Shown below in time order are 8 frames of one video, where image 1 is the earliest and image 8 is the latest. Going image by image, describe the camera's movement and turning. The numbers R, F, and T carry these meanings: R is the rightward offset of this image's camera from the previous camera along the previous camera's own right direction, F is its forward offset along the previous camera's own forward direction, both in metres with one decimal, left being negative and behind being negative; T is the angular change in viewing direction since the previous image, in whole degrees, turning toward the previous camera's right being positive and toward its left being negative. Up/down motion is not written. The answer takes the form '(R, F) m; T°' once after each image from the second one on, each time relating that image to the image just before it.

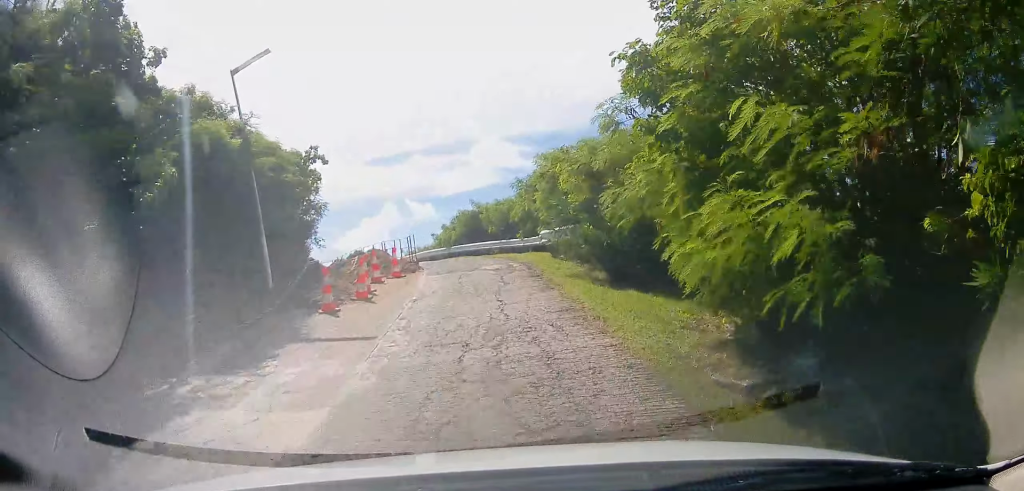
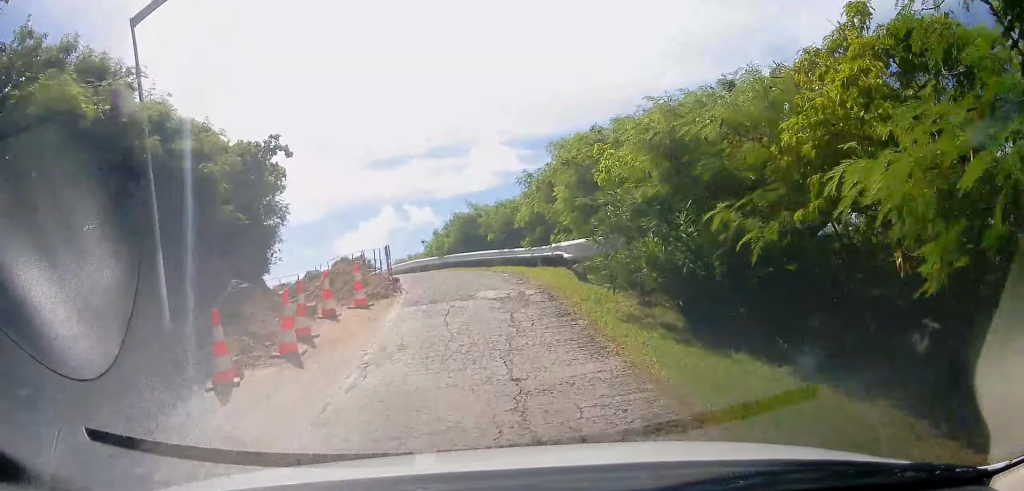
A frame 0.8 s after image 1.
(+0.3, +4.3) m; +3°
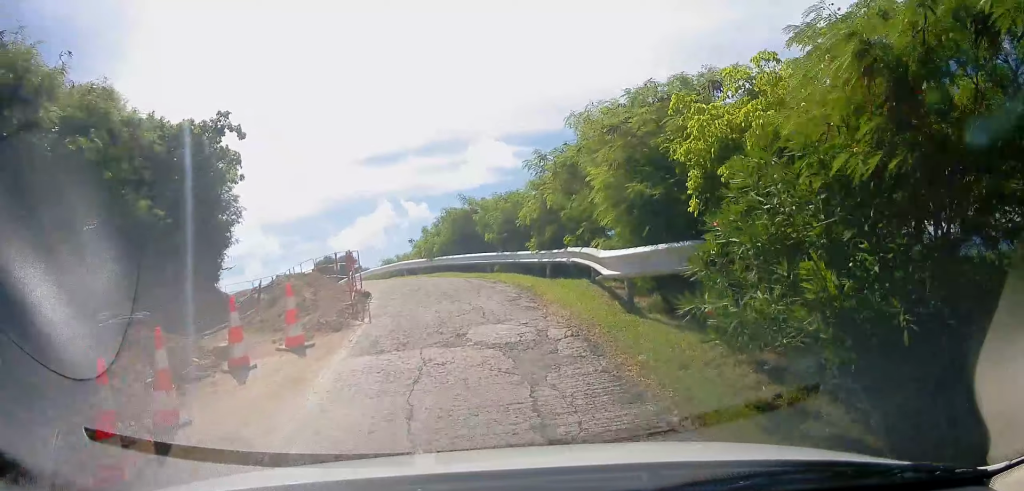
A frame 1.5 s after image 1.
(+0.1, +3.6) m; -3°
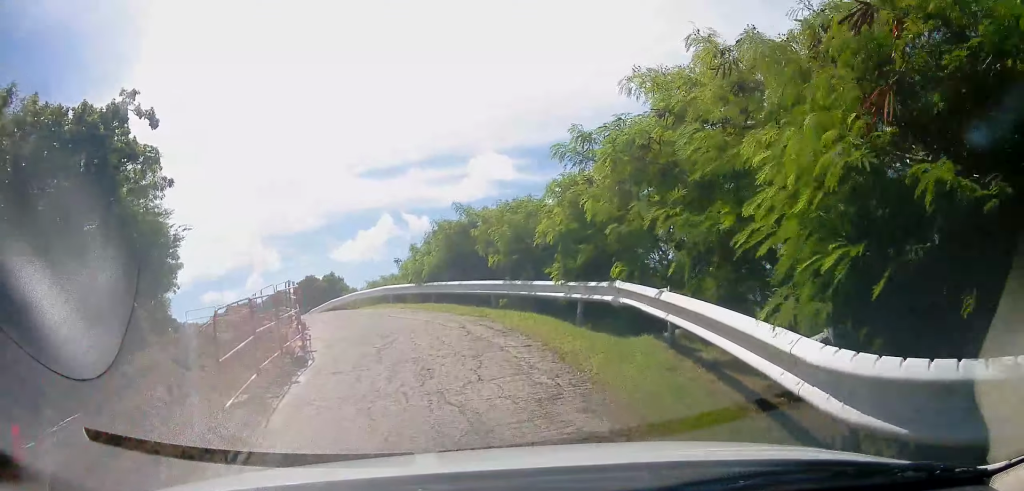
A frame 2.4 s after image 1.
(-0.3, +4.5) m; -6°
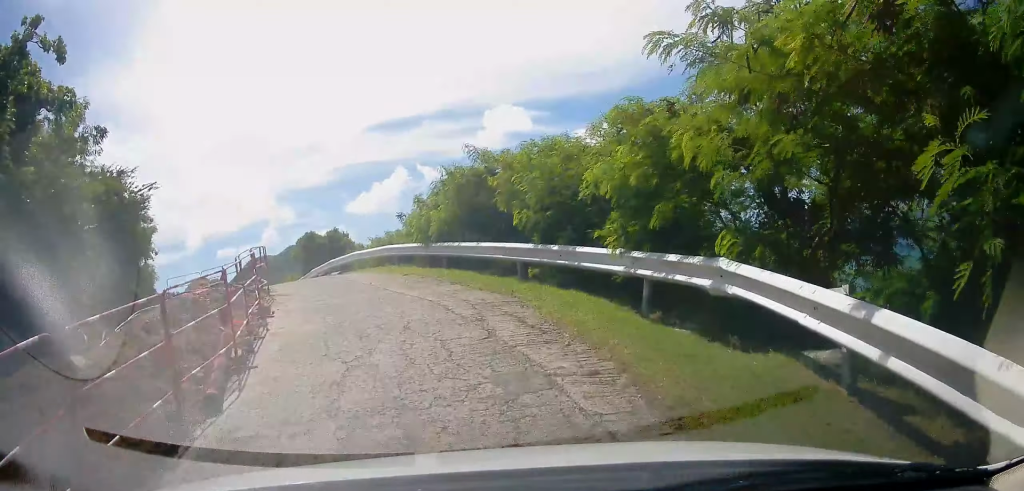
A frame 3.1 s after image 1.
(-0.1, +3.2) m; -2°
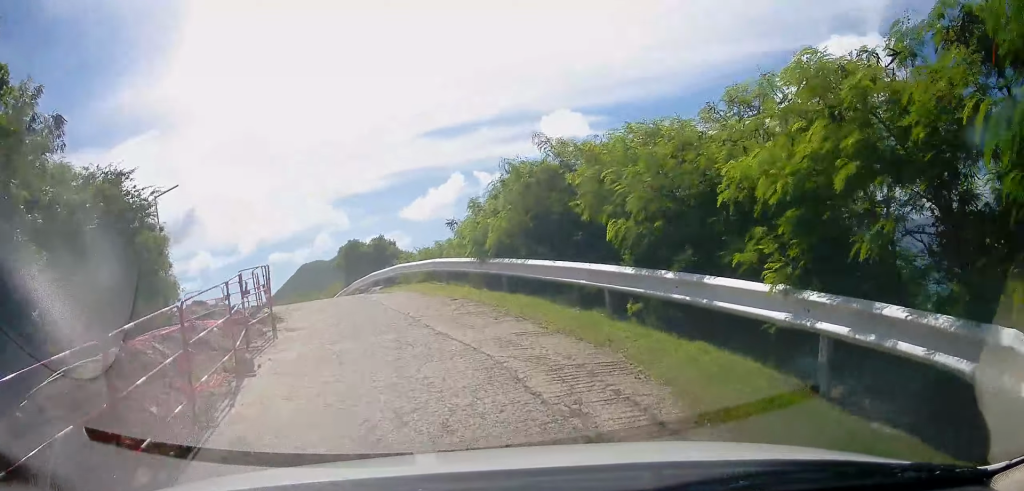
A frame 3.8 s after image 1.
(0.0, +3.0) m; -1°
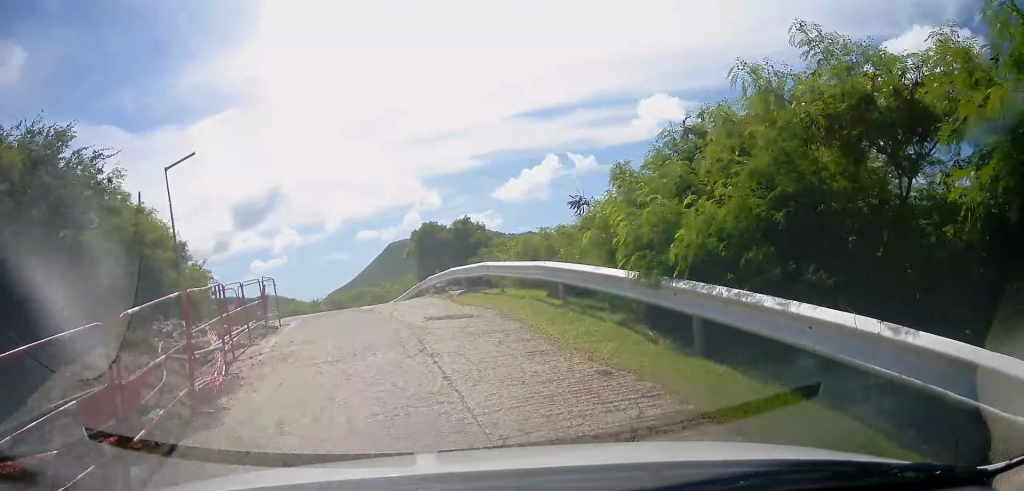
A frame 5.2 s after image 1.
(-0.4, +6.2) m; -10°
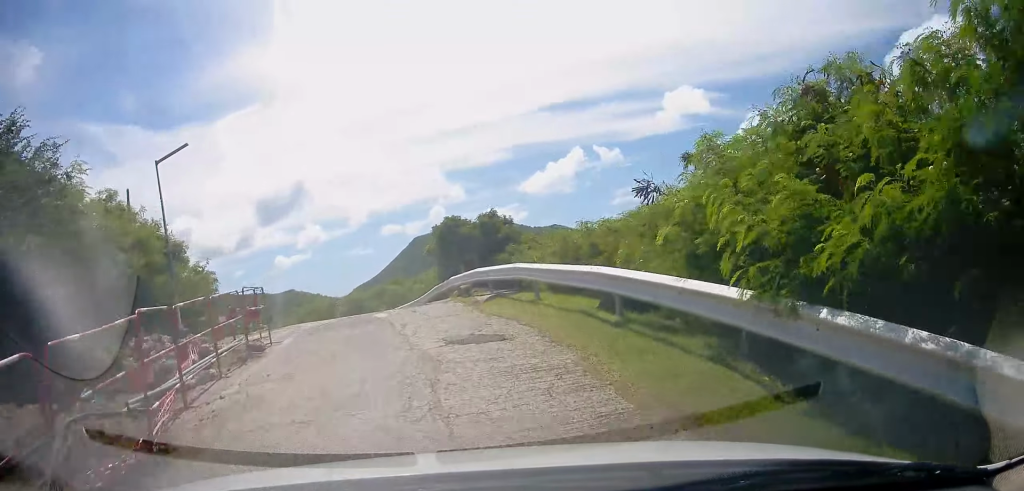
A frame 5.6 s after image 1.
(-0.1, +2.1) m; -4°
